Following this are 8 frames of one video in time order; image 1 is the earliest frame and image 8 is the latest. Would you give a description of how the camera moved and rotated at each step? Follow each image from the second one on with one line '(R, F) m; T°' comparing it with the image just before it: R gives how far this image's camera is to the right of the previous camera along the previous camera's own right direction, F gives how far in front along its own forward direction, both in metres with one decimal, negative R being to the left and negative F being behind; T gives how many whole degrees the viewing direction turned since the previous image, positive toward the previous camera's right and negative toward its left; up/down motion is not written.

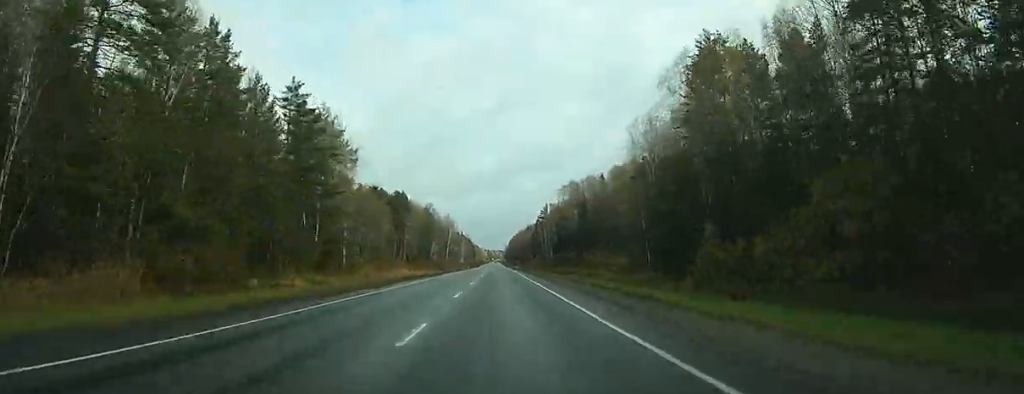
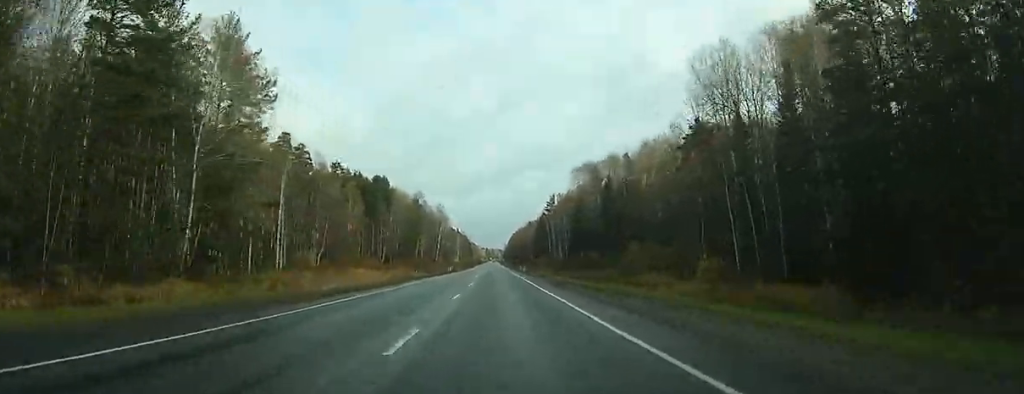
(+0.1, +36.9) m; 0°
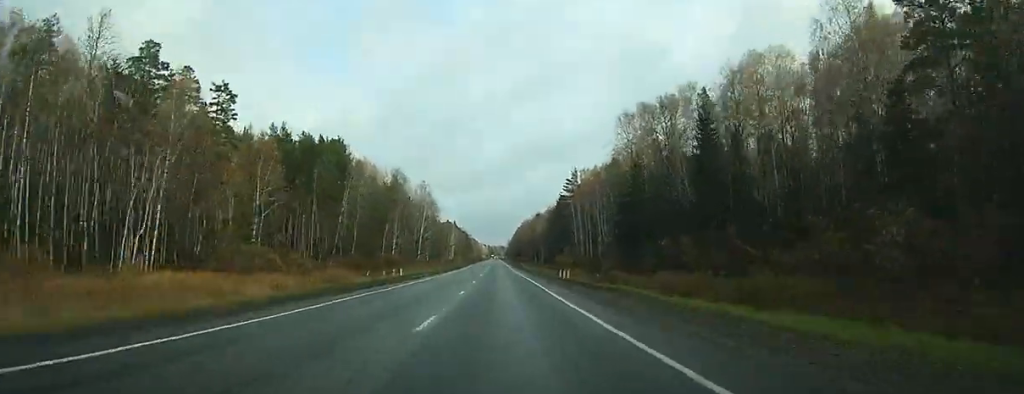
(+0.1, +61.4) m; 0°
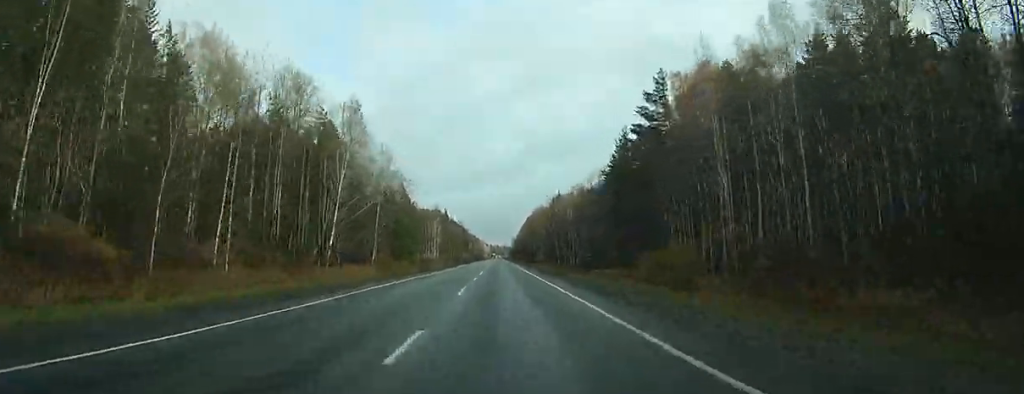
(-0.4, +99.1) m; -1°
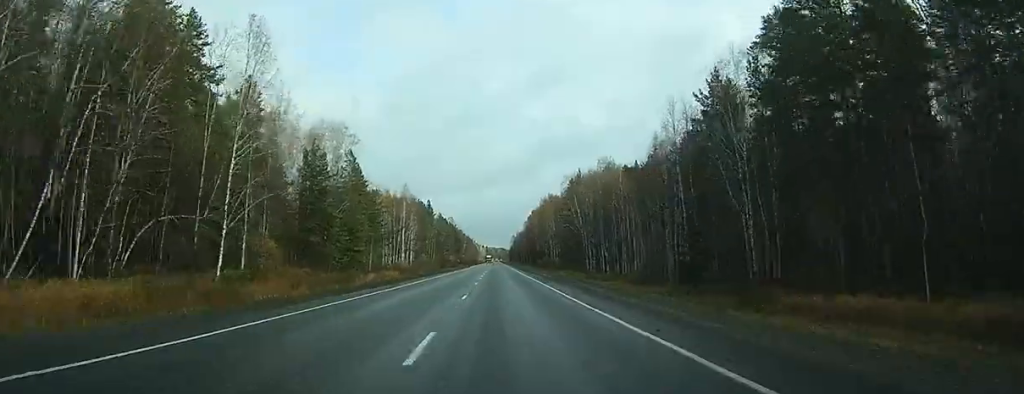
(-0.3, +68.9) m; 0°
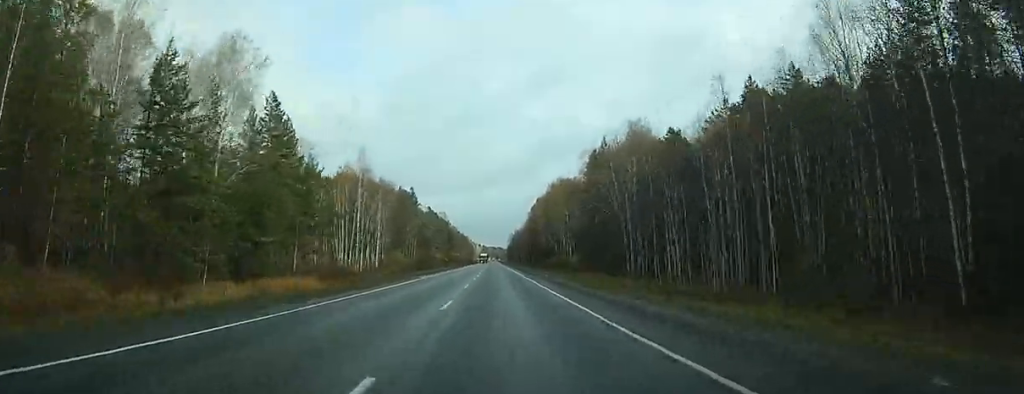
(+0.2, +42.2) m; 0°
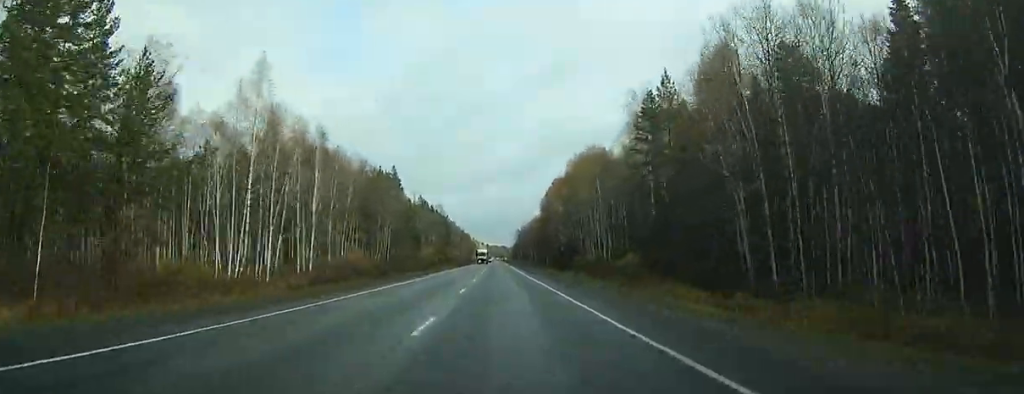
(0.0, +40.4) m; -1°
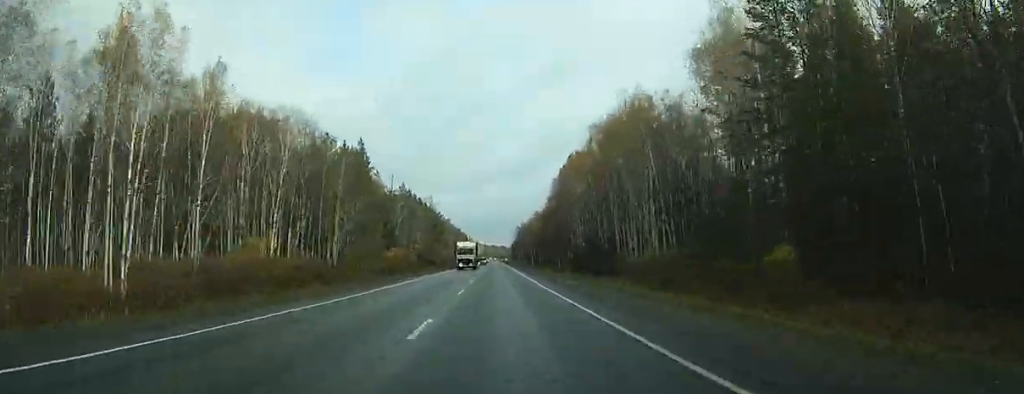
(-0.1, +32.5) m; -2°
